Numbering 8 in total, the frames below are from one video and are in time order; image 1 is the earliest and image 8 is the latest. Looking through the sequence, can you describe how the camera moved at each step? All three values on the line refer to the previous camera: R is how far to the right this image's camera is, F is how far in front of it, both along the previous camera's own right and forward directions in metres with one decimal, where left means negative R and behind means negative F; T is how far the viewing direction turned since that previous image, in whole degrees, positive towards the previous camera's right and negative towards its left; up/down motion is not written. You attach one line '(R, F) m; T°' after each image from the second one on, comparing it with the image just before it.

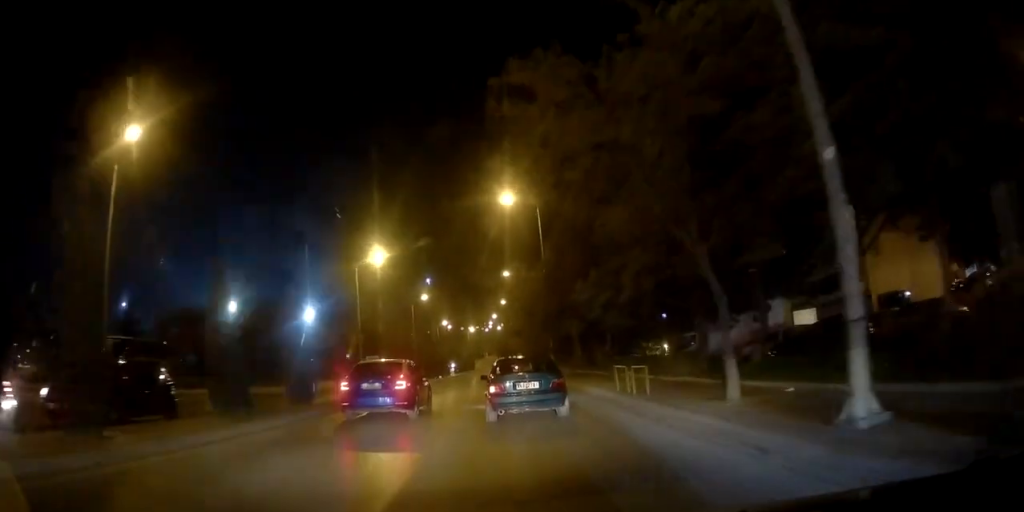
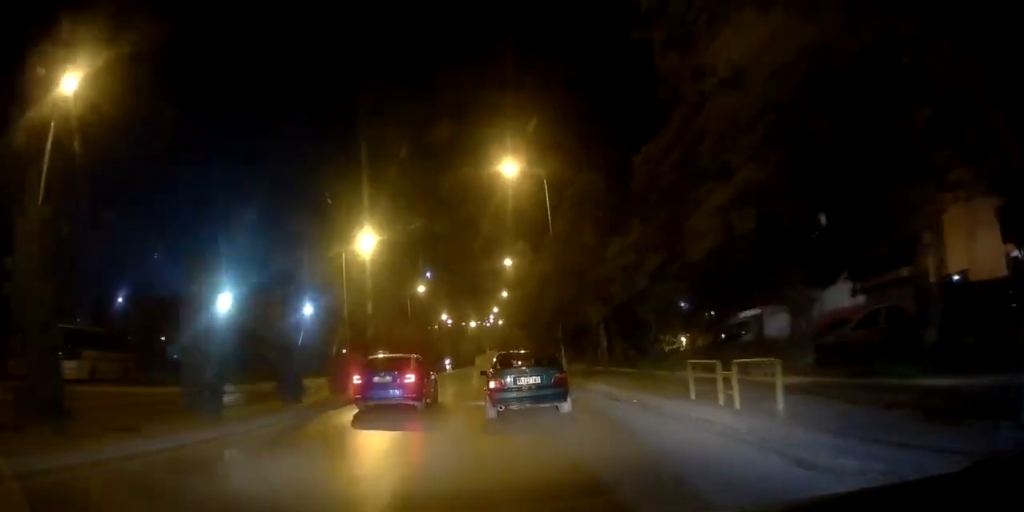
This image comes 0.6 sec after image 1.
(+0.1, +6.0) m; 0°
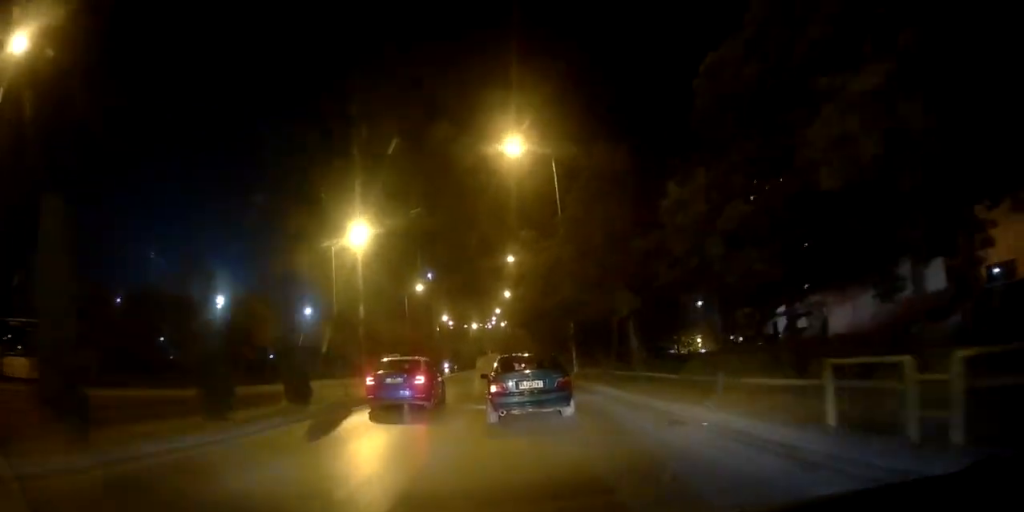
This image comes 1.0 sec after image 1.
(-0.2, +4.3) m; 0°
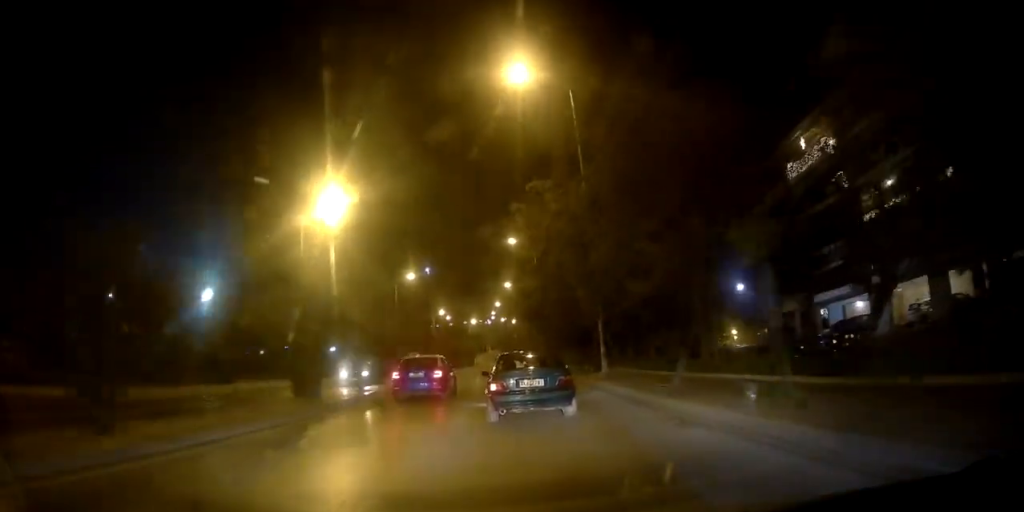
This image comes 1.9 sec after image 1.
(0.0, +9.0) m; +1°
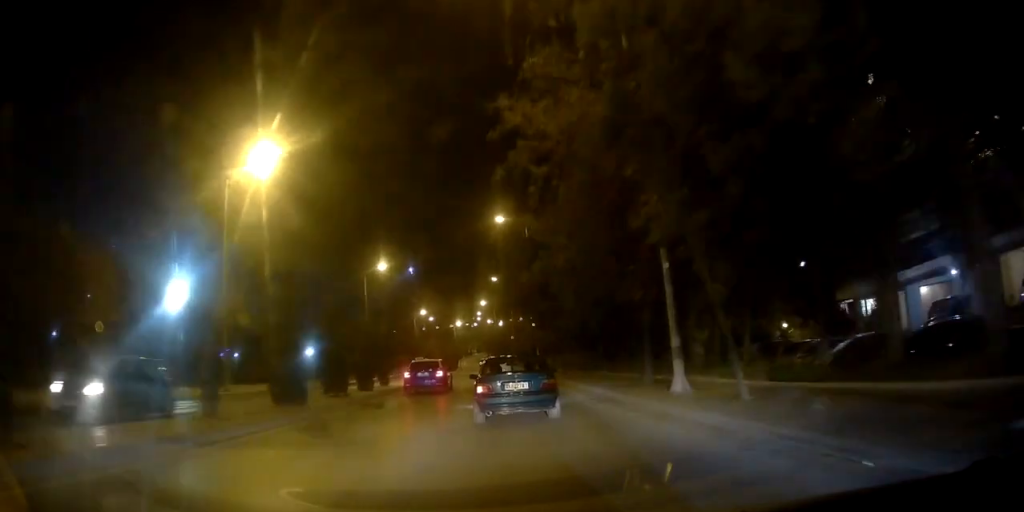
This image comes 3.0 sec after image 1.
(+0.1, +11.7) m; -1°
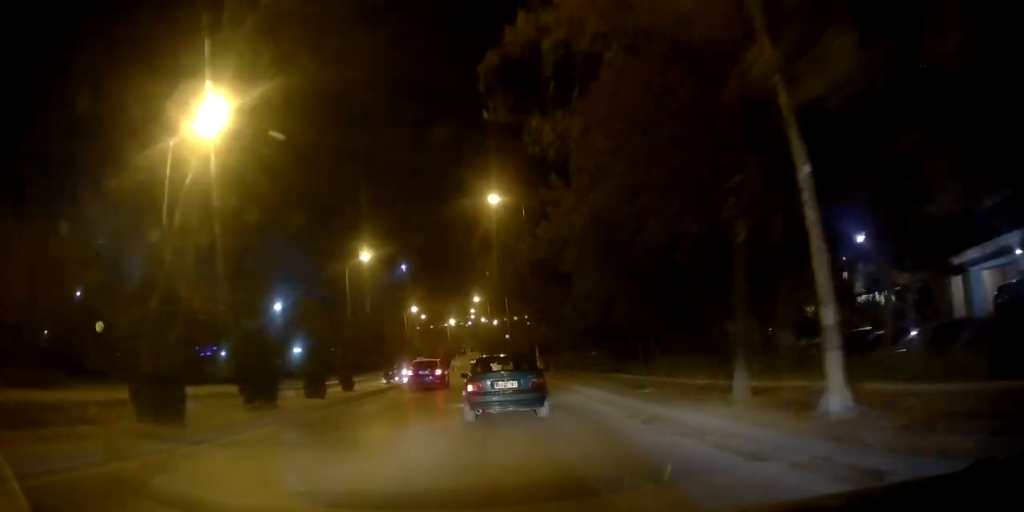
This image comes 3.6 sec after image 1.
(-0.1, +6.4) m; -1°
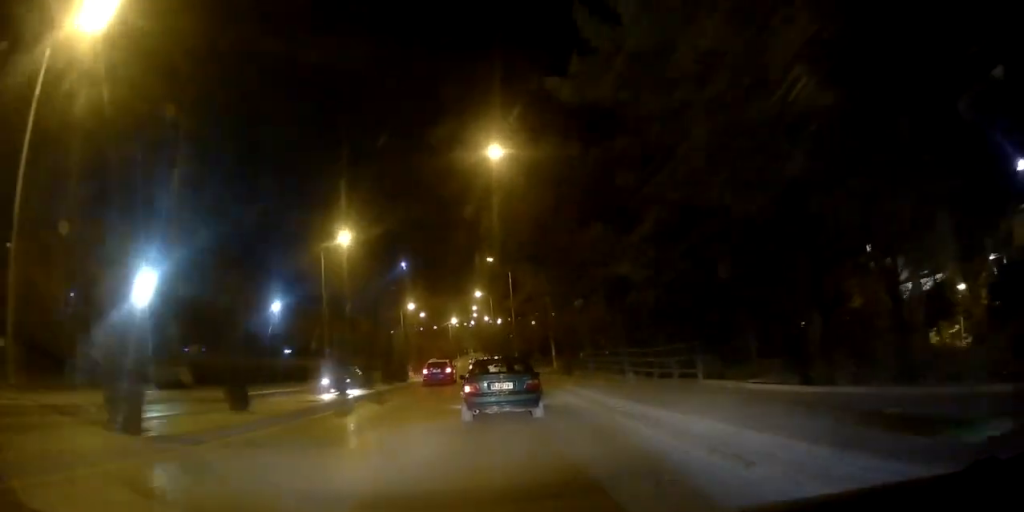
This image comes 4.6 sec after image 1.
(-0.2, +10.8) m; 0°
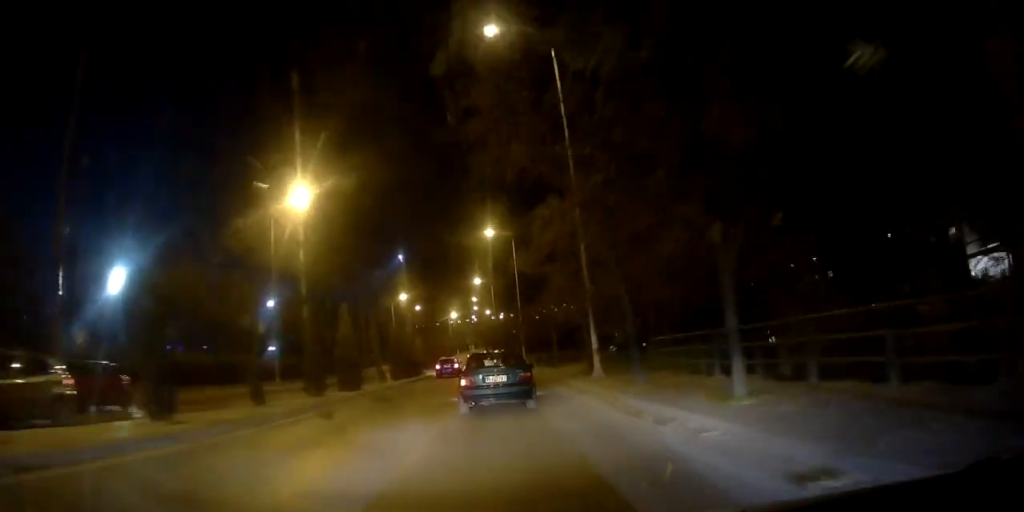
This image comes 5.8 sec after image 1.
(+0.3, +13.5) m; +1°
